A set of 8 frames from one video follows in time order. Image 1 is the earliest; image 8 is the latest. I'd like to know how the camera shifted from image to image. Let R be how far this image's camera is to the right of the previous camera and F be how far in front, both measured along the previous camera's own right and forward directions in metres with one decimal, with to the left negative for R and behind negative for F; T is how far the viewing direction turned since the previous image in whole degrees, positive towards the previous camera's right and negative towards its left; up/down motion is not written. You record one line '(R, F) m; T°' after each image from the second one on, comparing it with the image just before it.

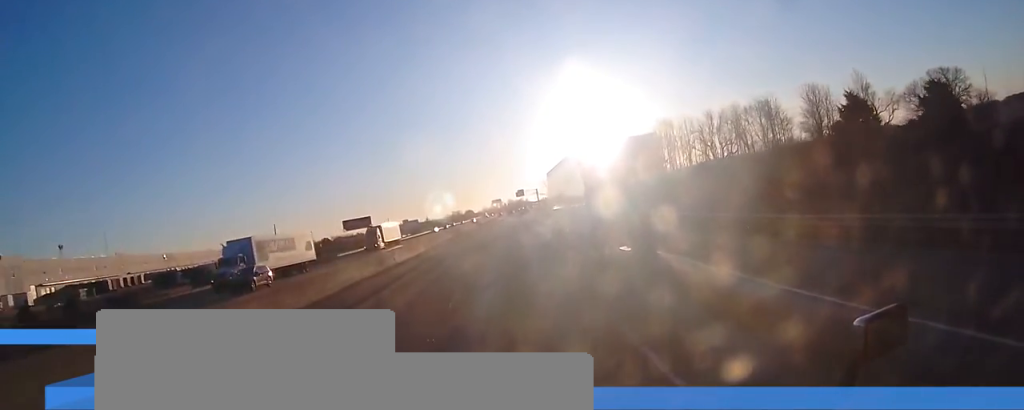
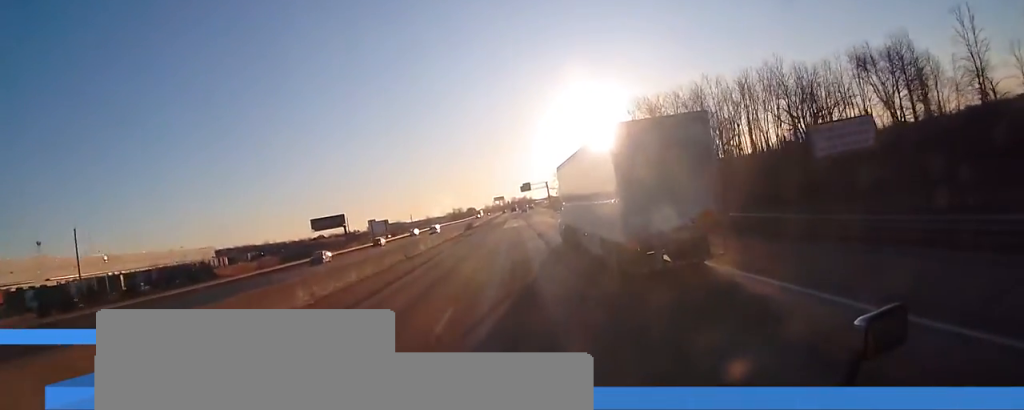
(-0.9, +52.9) m; -1°
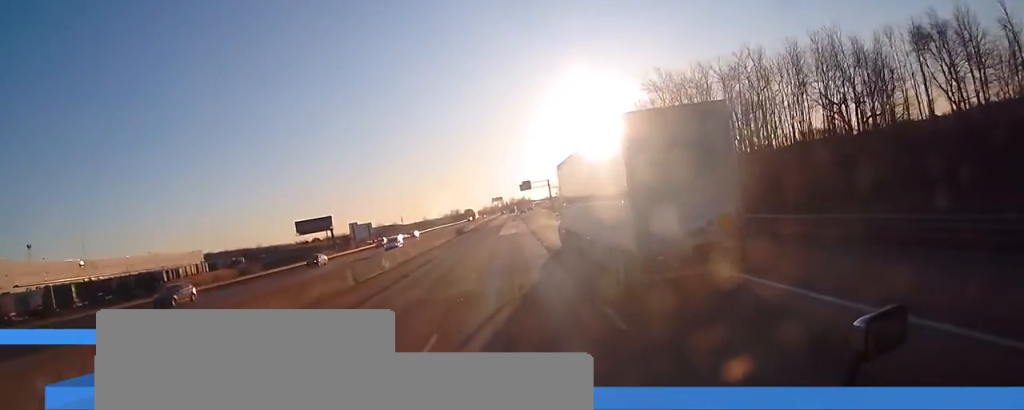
(+0.1, +14.8) m; 0°
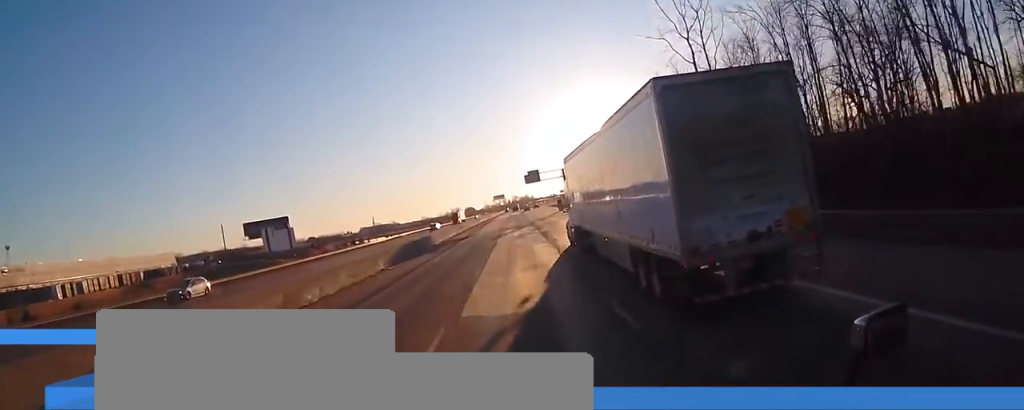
(-0.1, +49.2) m; 0°
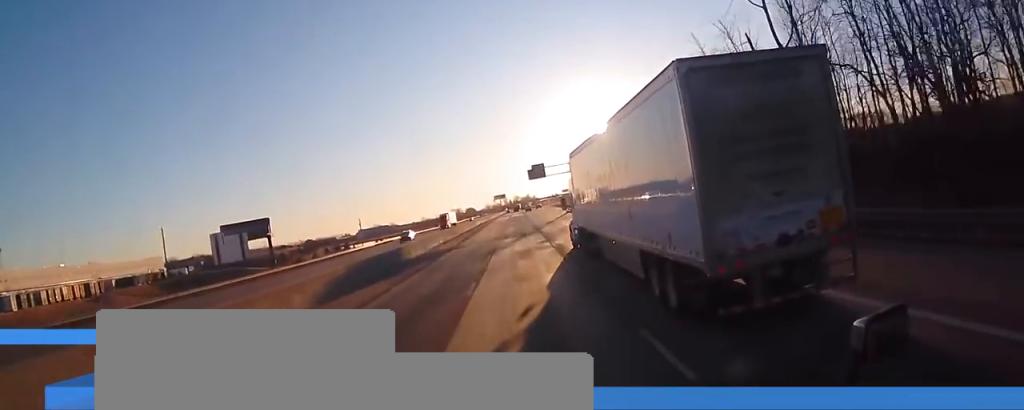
(+0.3, +14.8) m; 0°
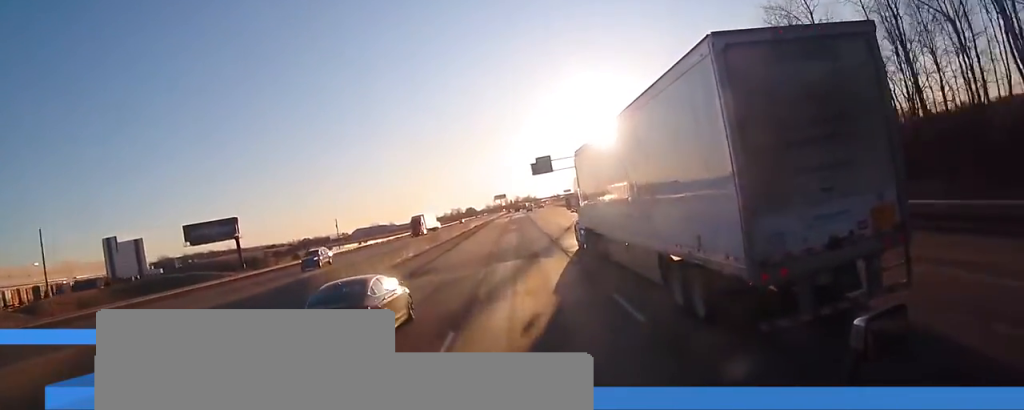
(+0.1, +21.1) m; 0°
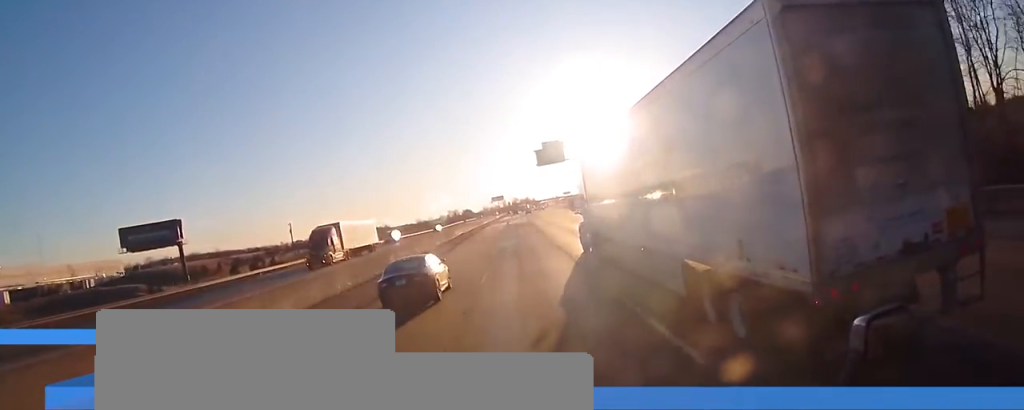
(-0.2, +26.9) m; -1°
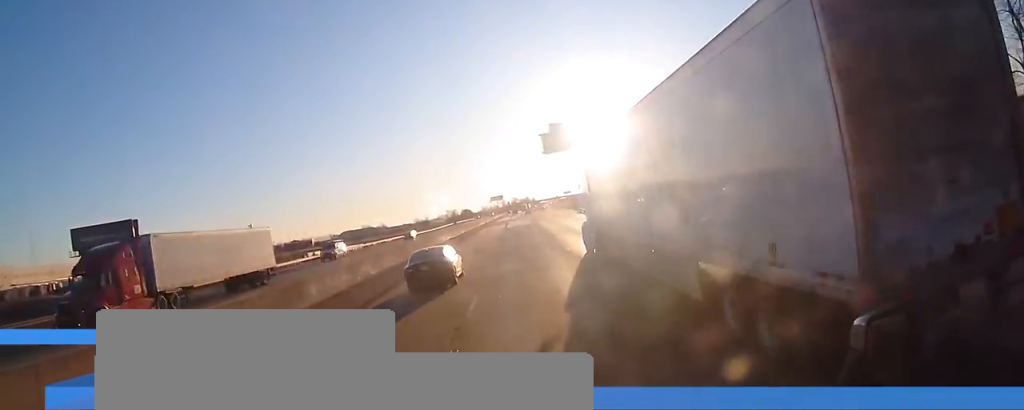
(0.0, +16.3) m; 0°
